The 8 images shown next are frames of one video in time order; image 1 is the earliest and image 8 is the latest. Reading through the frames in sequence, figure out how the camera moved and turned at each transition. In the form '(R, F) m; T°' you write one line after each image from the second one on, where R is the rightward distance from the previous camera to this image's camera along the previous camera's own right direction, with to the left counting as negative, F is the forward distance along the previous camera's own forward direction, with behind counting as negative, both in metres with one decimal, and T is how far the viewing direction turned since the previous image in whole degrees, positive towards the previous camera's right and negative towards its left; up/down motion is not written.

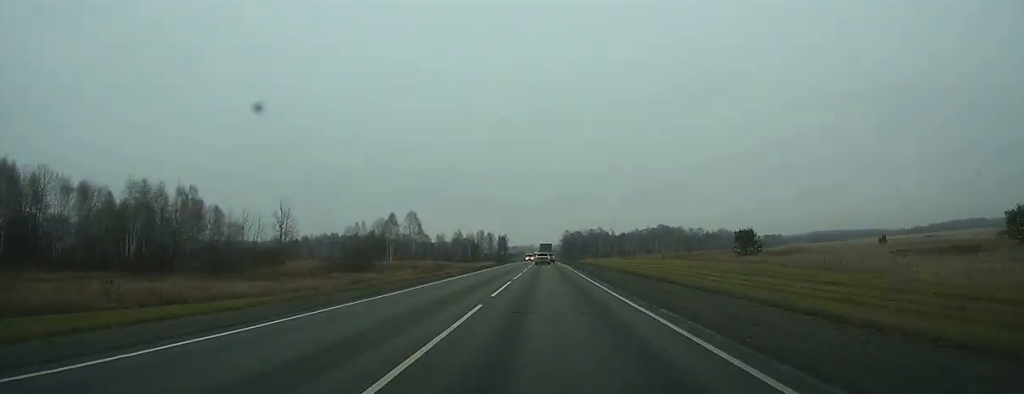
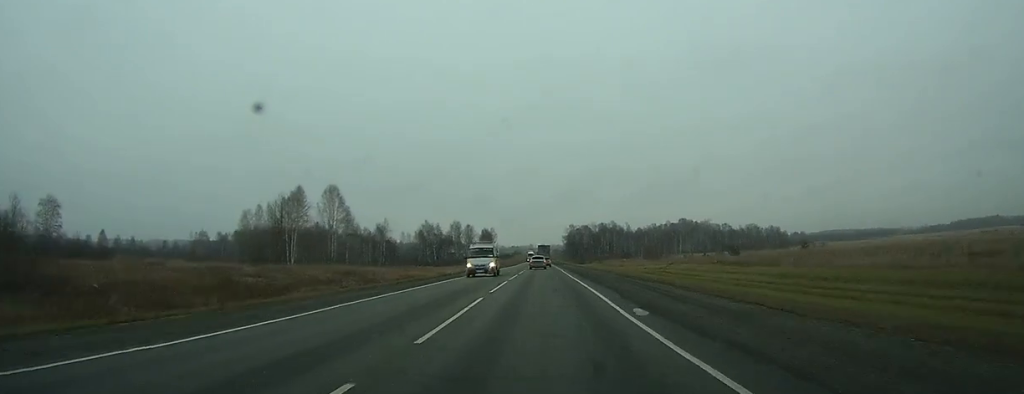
(-0.1, +70.4) m; 0°
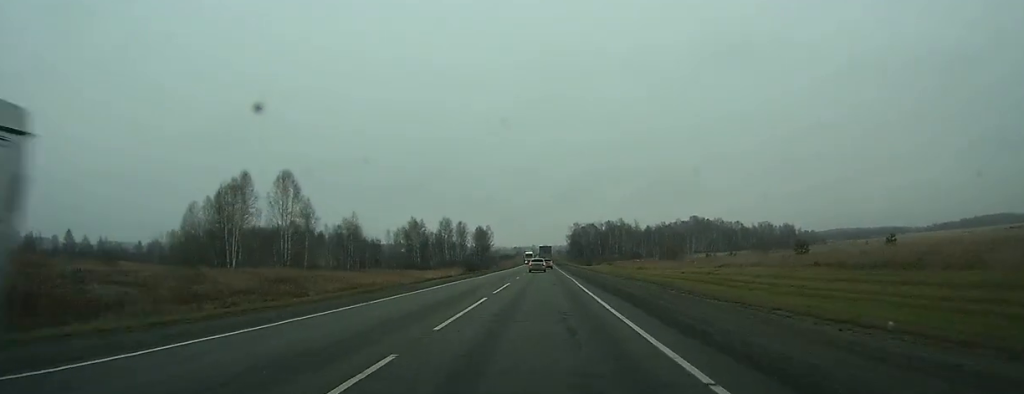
(0.0, +22.2) m; 0°
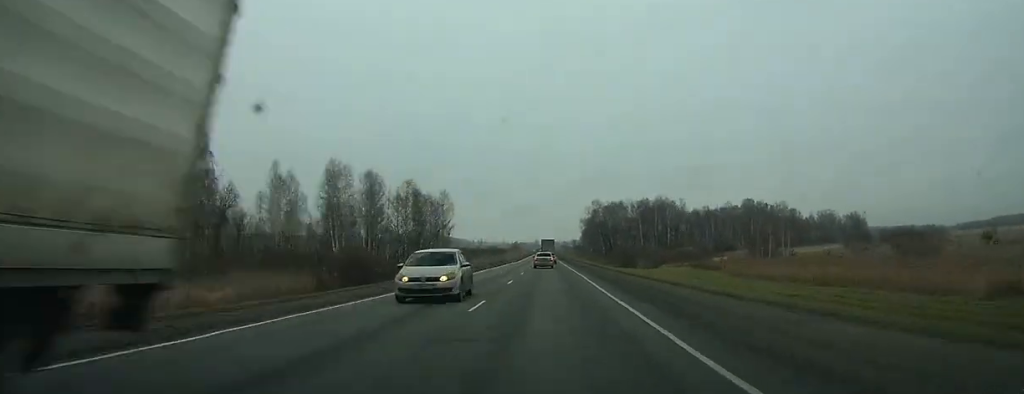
(0.0, +88.4) m; 0°
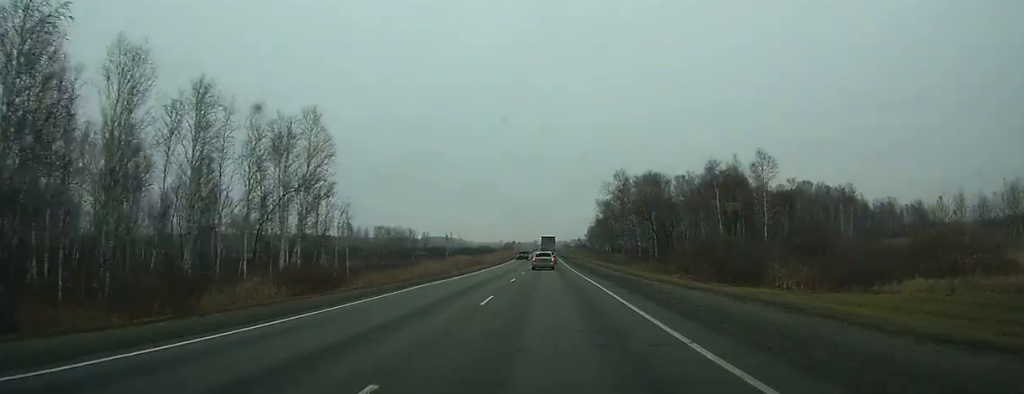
(0.0, +58.9) m; 0°
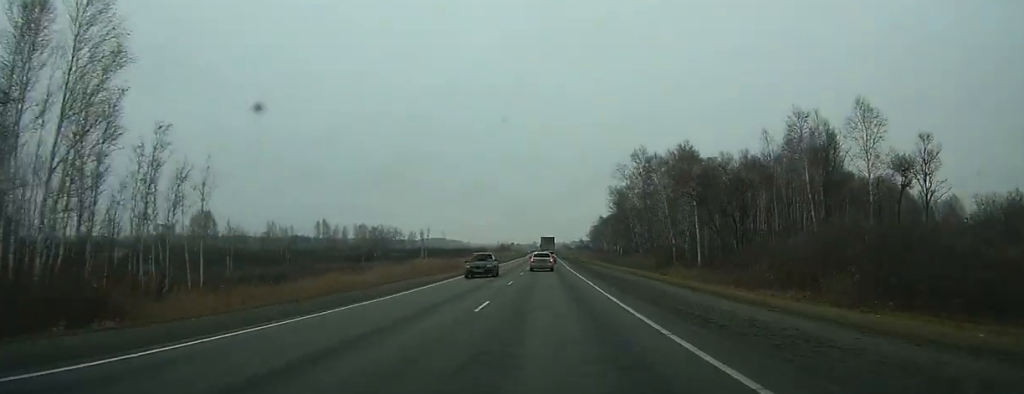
(-0.1, +25.1) m; 0°
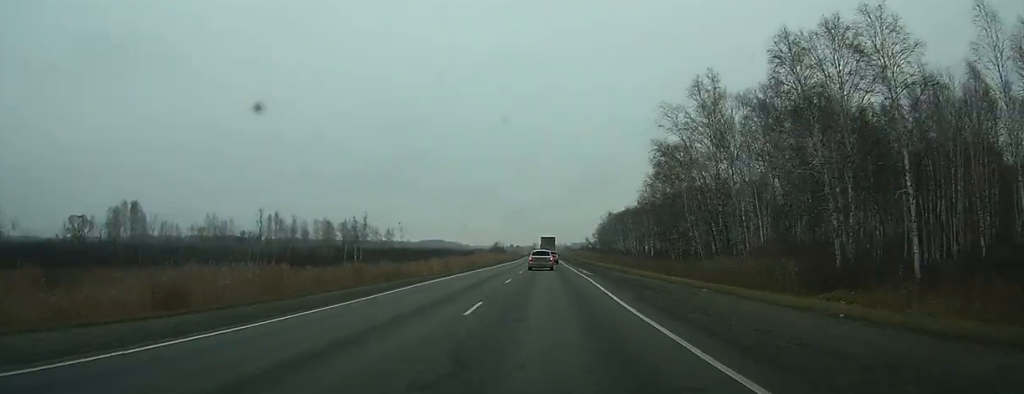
(0.0, +38.0) m; 0°
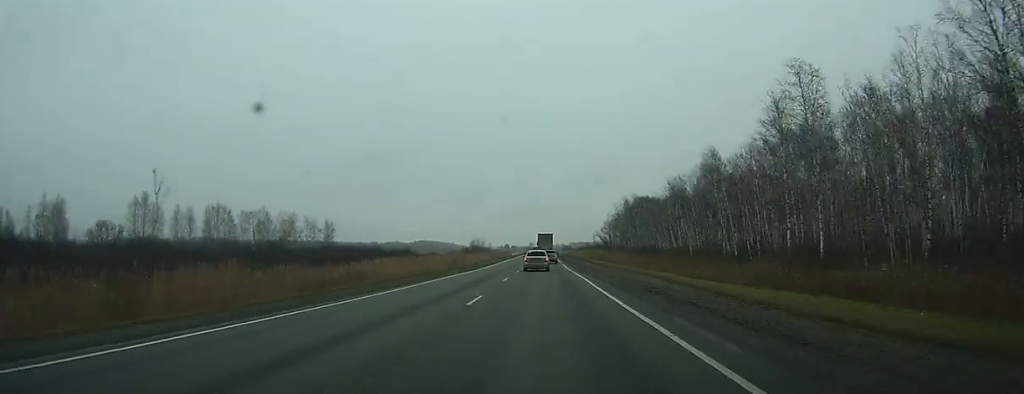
(+0.2, +58.8) m; 0°
